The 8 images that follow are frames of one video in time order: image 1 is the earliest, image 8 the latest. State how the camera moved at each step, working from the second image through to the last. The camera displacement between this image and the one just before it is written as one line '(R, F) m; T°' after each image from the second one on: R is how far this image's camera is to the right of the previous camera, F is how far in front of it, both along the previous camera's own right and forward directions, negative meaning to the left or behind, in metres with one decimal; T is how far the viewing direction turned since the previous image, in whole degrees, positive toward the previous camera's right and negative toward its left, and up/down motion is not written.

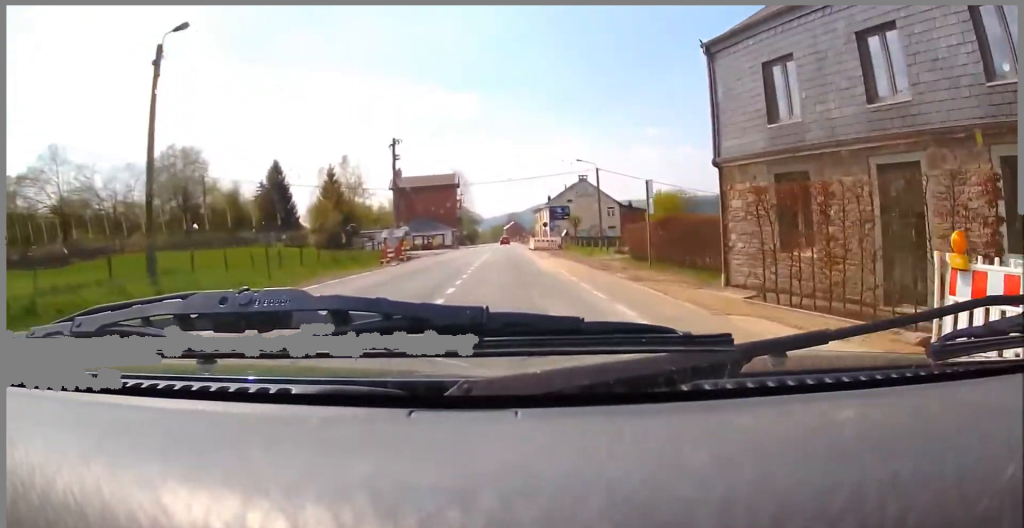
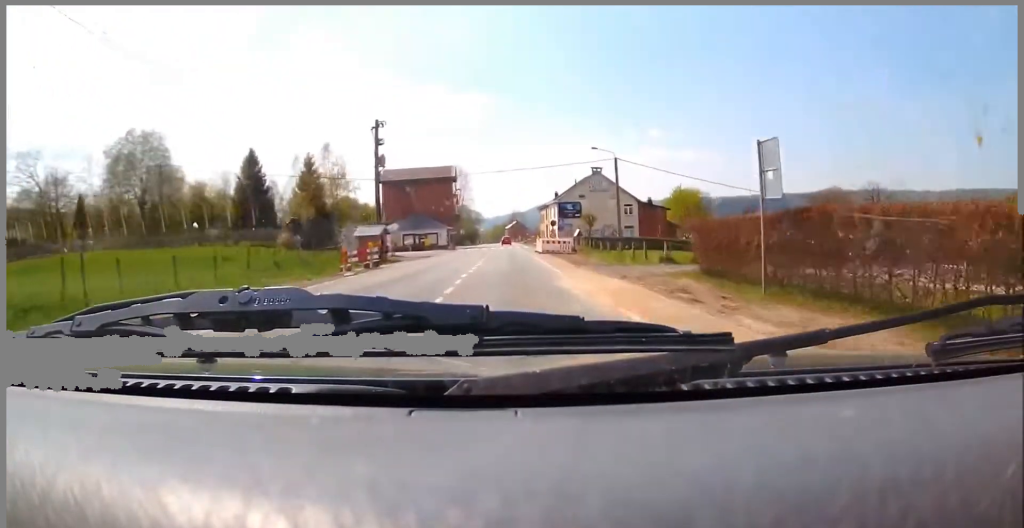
(0.0, +10.0) m; +1°
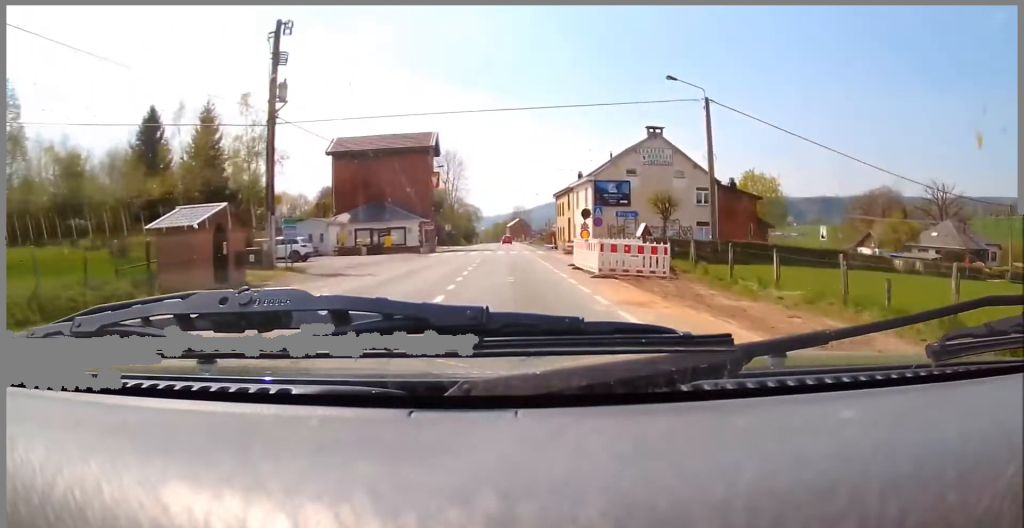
(-0.2, +26.0) m; 0°
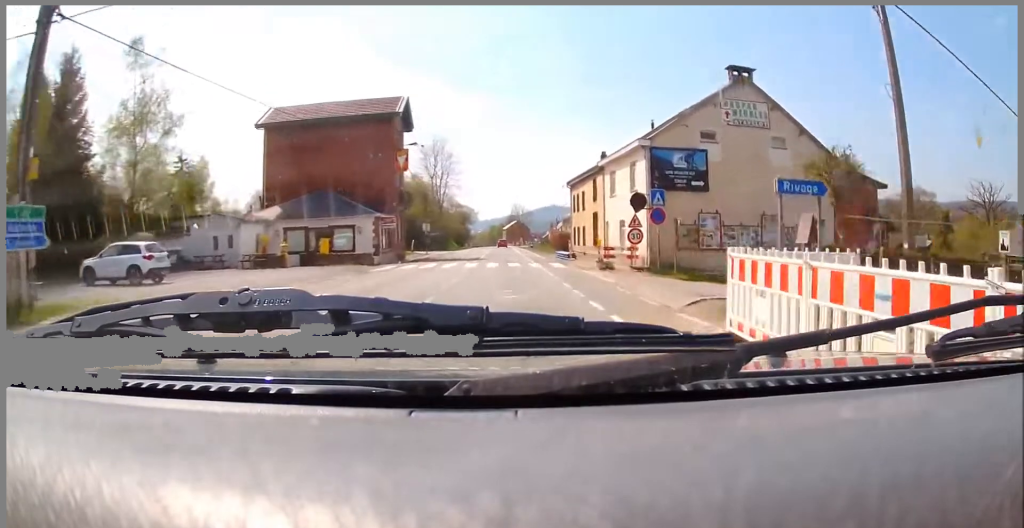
(+0.4, +17.2) m; +2°
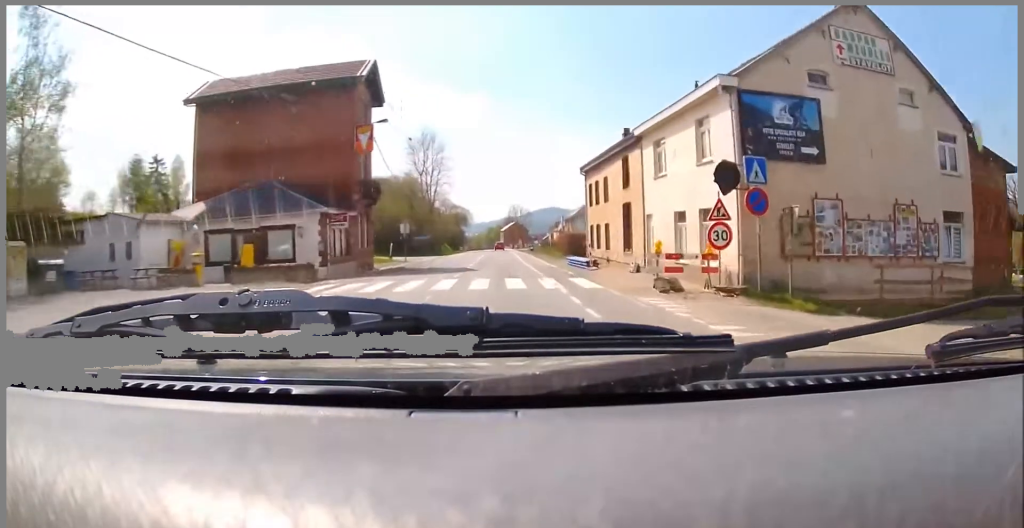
(0.0, +10.3) m; -1°
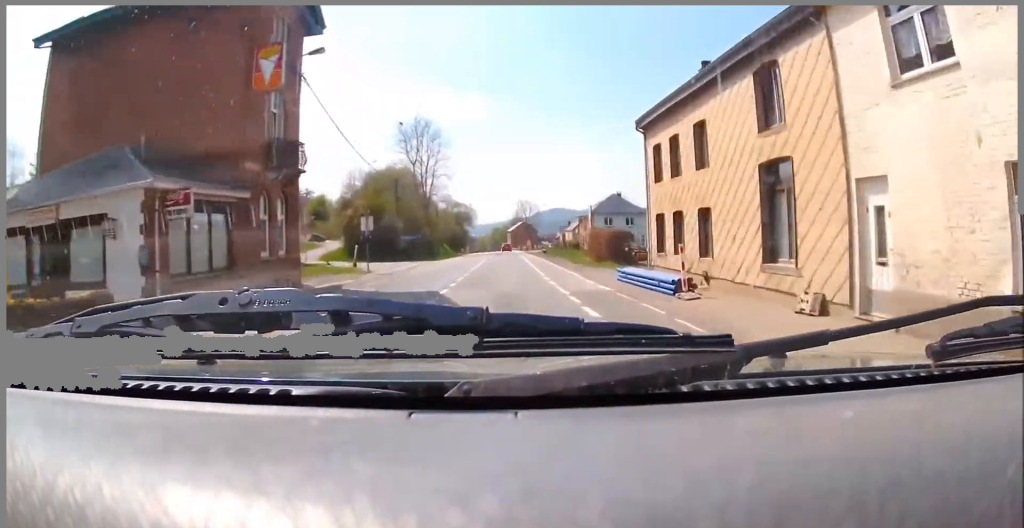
(-0.2, +14.1) m; -1°
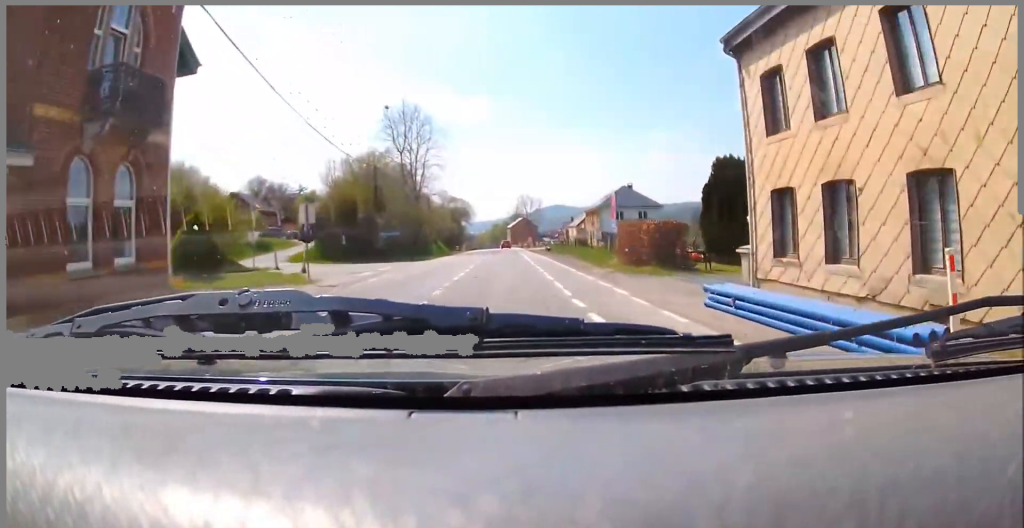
(-0.3, +9.3) m; 0°
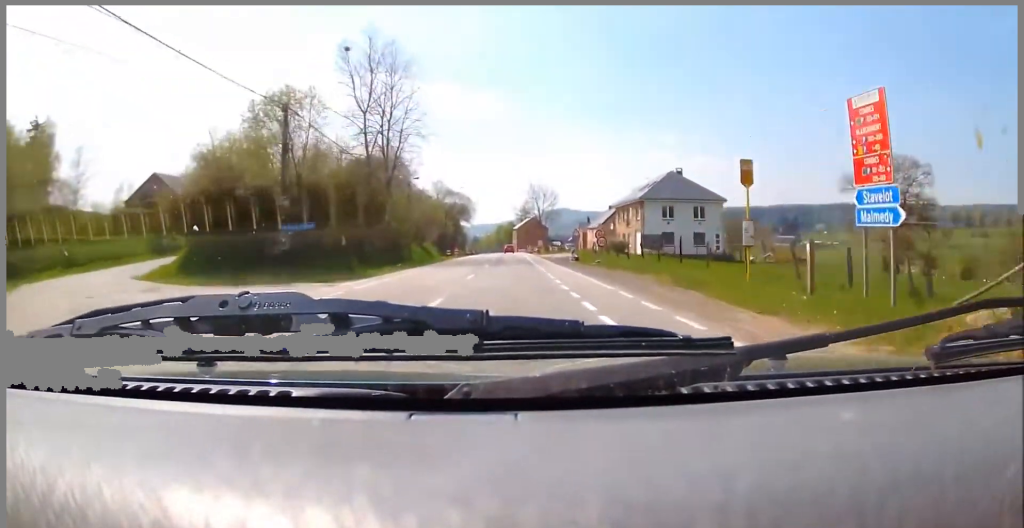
(+0.7, +22.6) m; +2°
